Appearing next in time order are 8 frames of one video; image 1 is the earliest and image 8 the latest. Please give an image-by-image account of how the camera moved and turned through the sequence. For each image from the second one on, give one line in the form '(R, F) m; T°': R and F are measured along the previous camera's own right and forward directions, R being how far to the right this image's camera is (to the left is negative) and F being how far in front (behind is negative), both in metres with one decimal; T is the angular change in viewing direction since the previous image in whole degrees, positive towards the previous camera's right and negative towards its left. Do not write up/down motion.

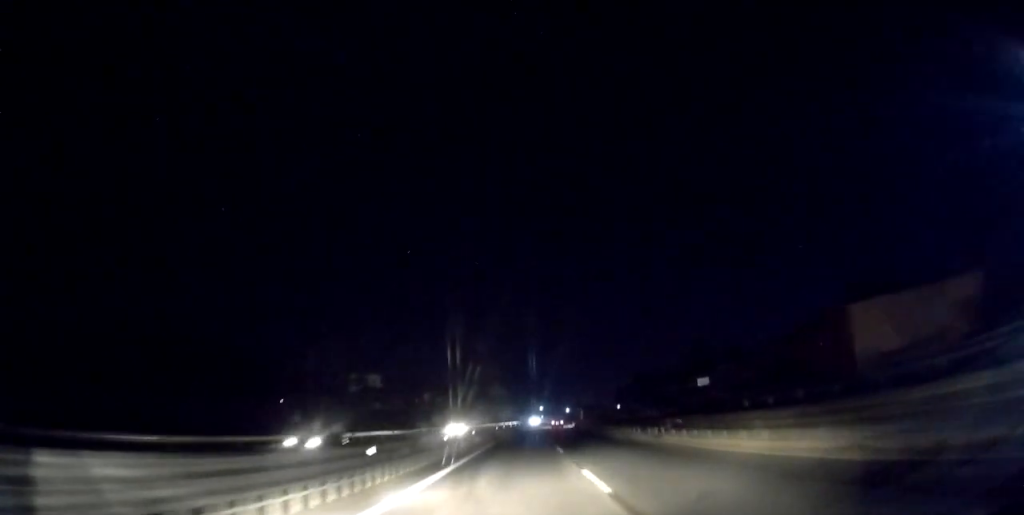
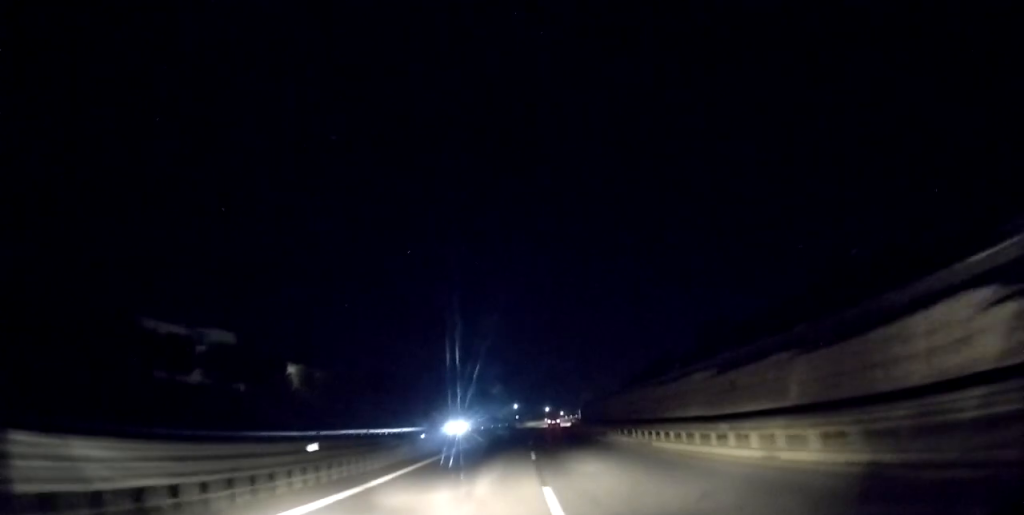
(+0.7, +52.0) m; +2°
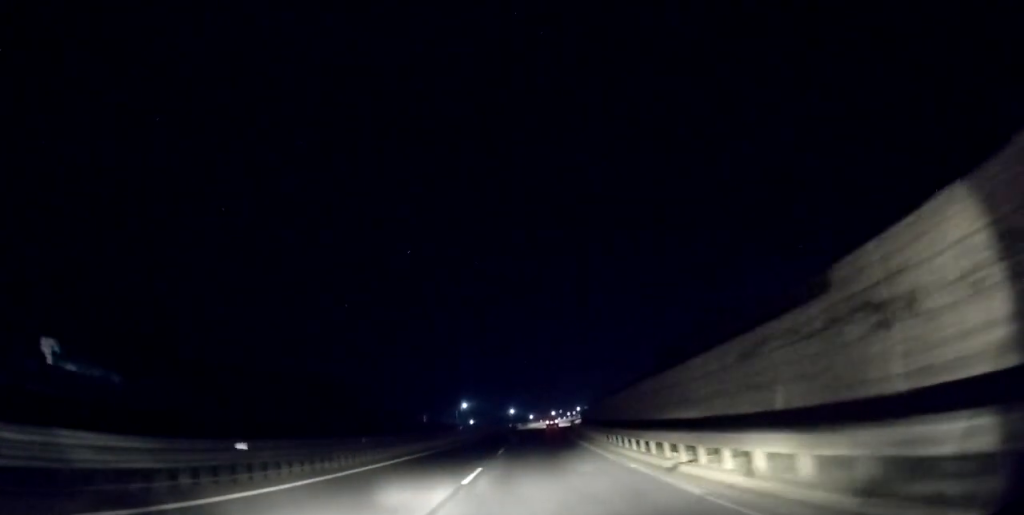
(+2.3, +67.9) m; +4°
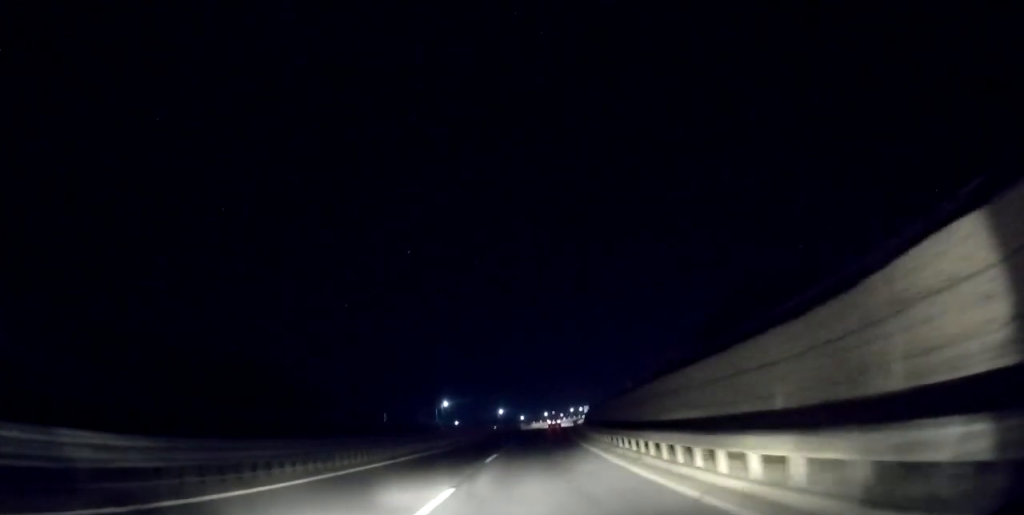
(+0.1, +17.3) m; +1°
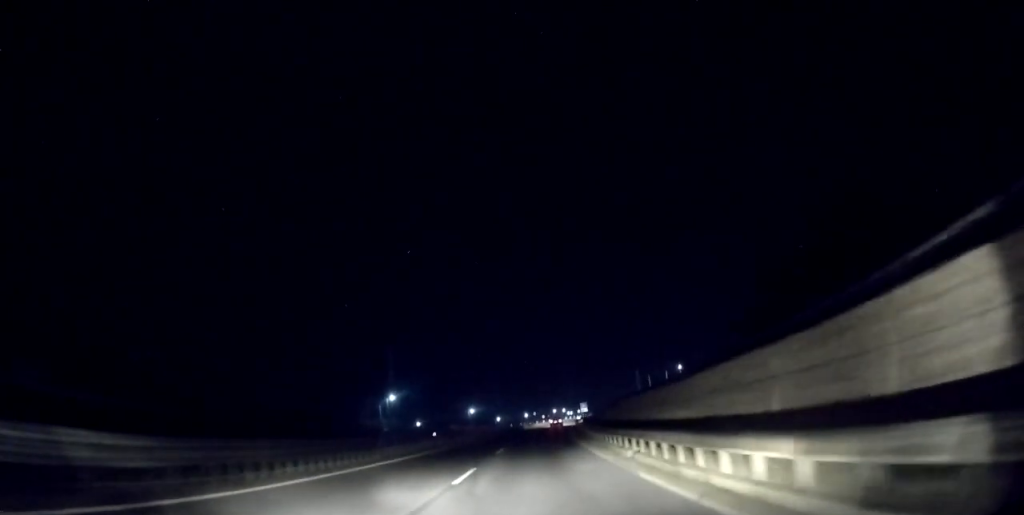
(+0.2, +30.7) m; +1°
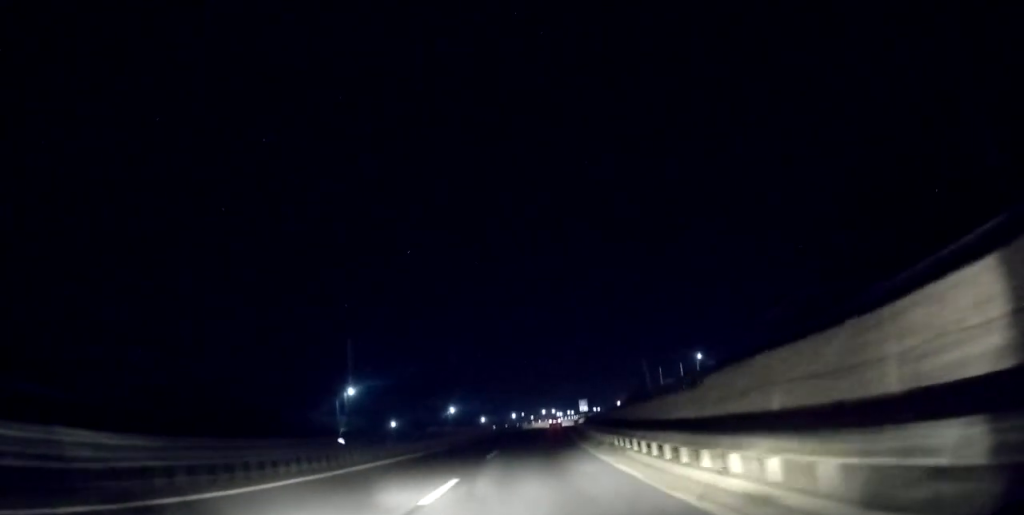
(+0.2, +15.2) m; +1°
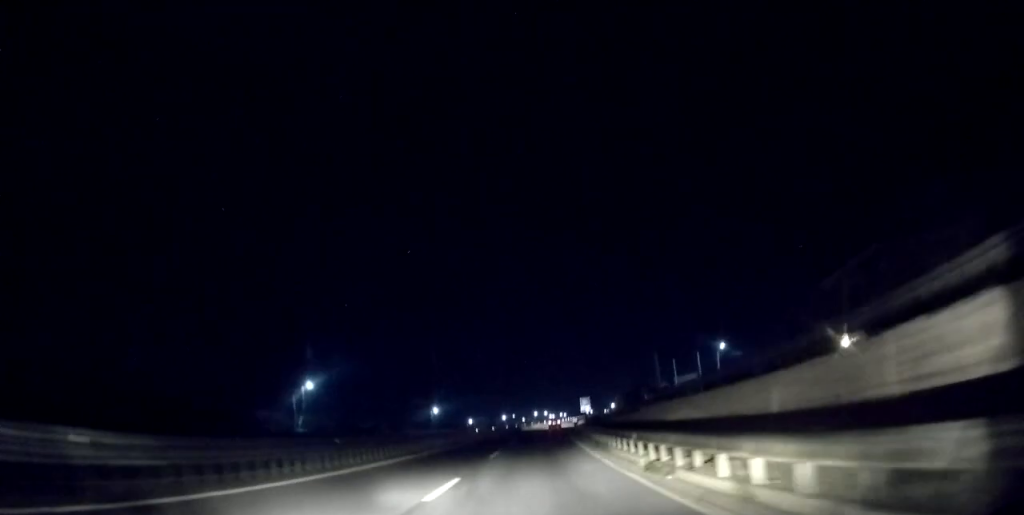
(0.0, +11.6) m; +1°
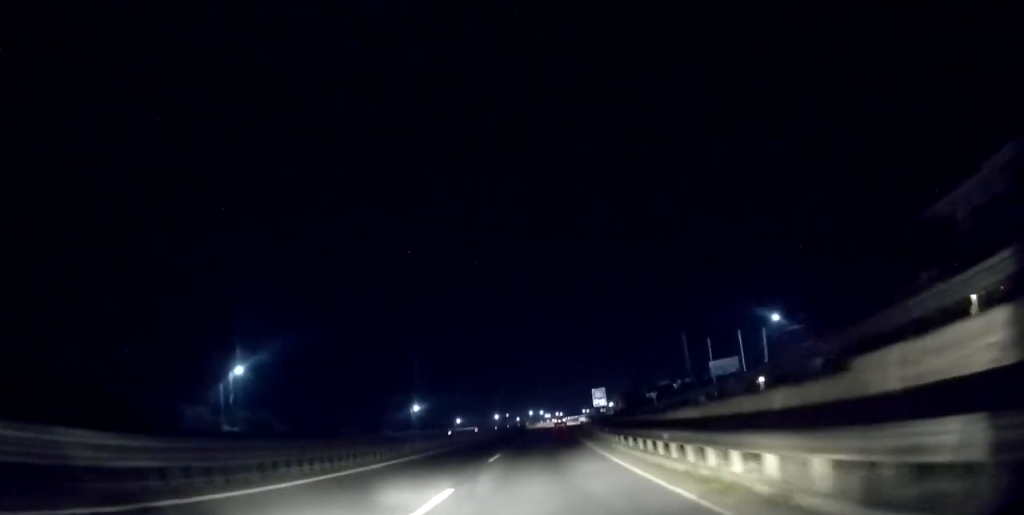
(-0.1, +14.8) m; +1°
